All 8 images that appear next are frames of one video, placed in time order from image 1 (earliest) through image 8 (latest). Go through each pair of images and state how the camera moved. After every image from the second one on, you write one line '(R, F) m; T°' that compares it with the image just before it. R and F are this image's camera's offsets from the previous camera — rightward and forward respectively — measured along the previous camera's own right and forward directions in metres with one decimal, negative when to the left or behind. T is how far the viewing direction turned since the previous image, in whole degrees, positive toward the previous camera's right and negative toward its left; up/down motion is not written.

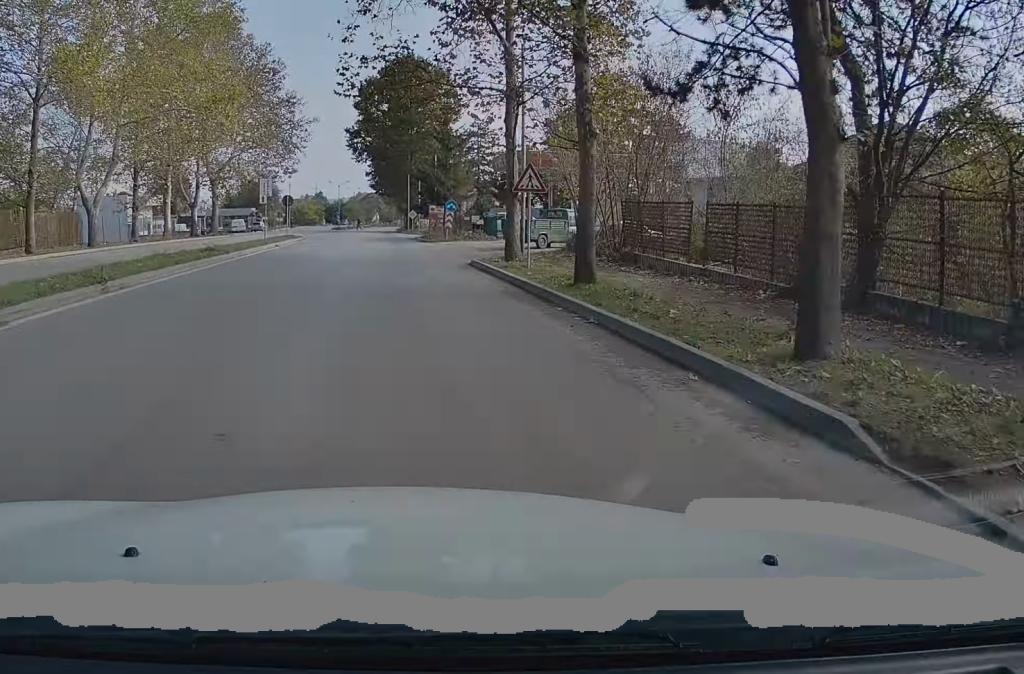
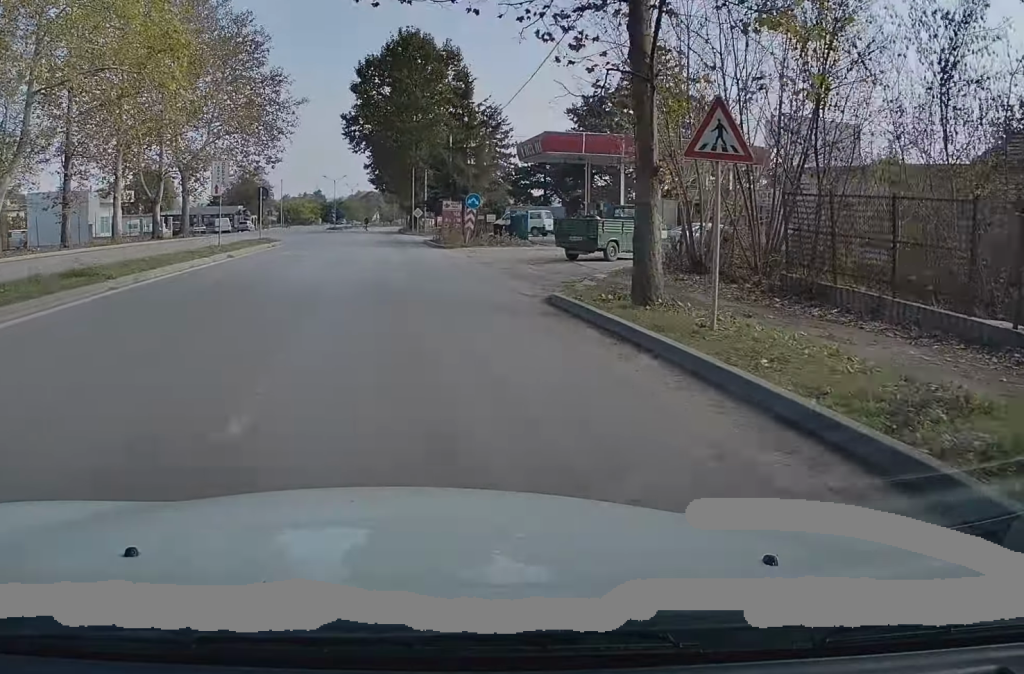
(+0.1, +11.8) m; 0°
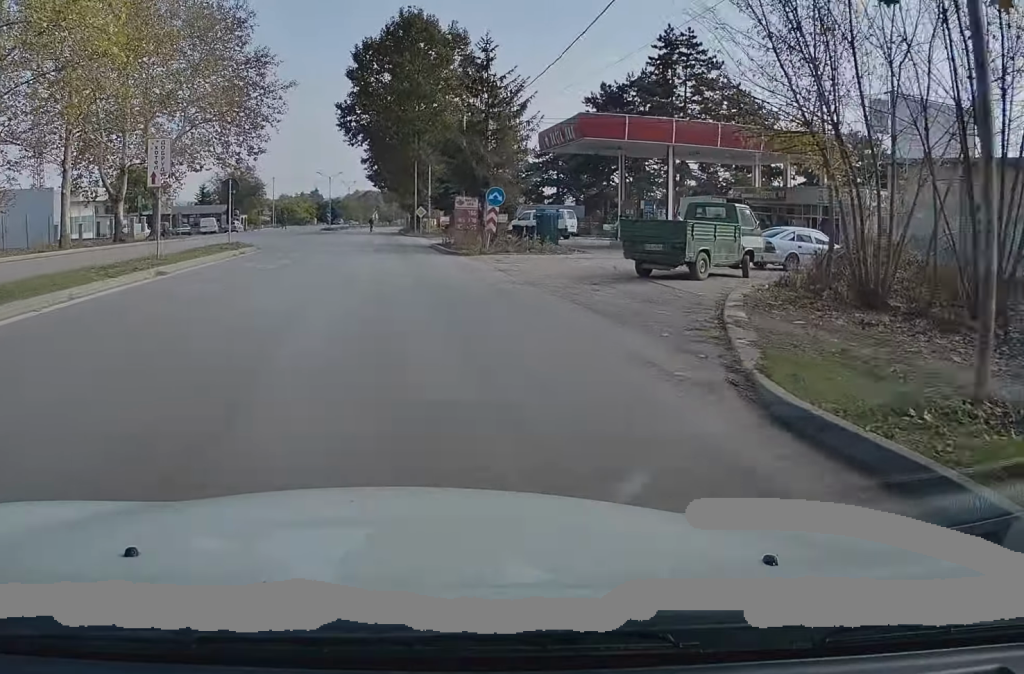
(0.0, +7.9) m; 0°
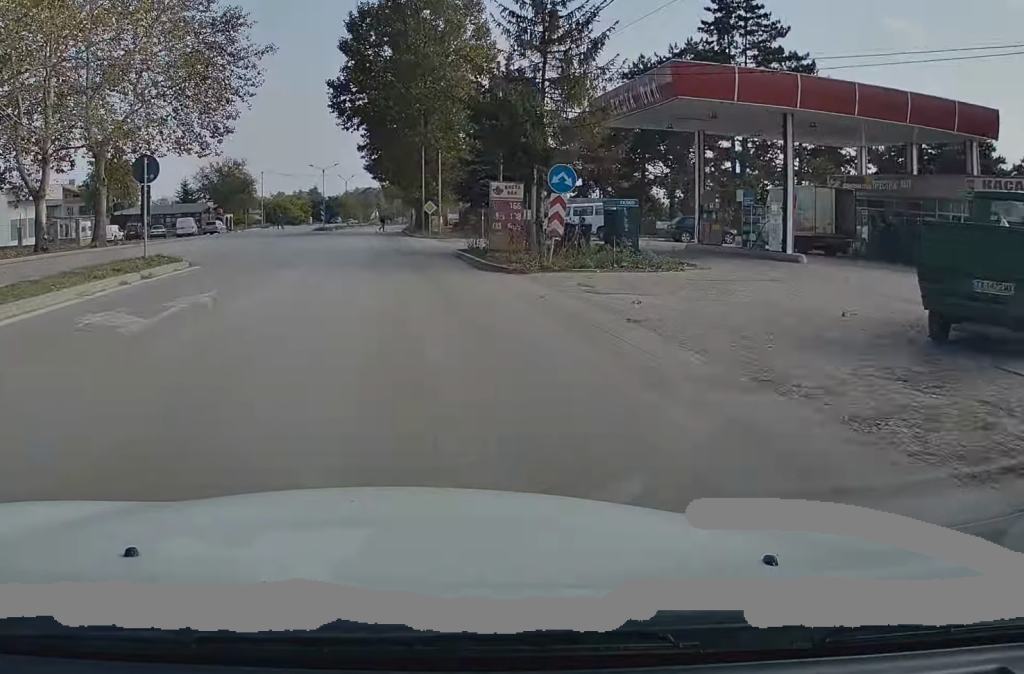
(-0.1, +11.6) m; 0°
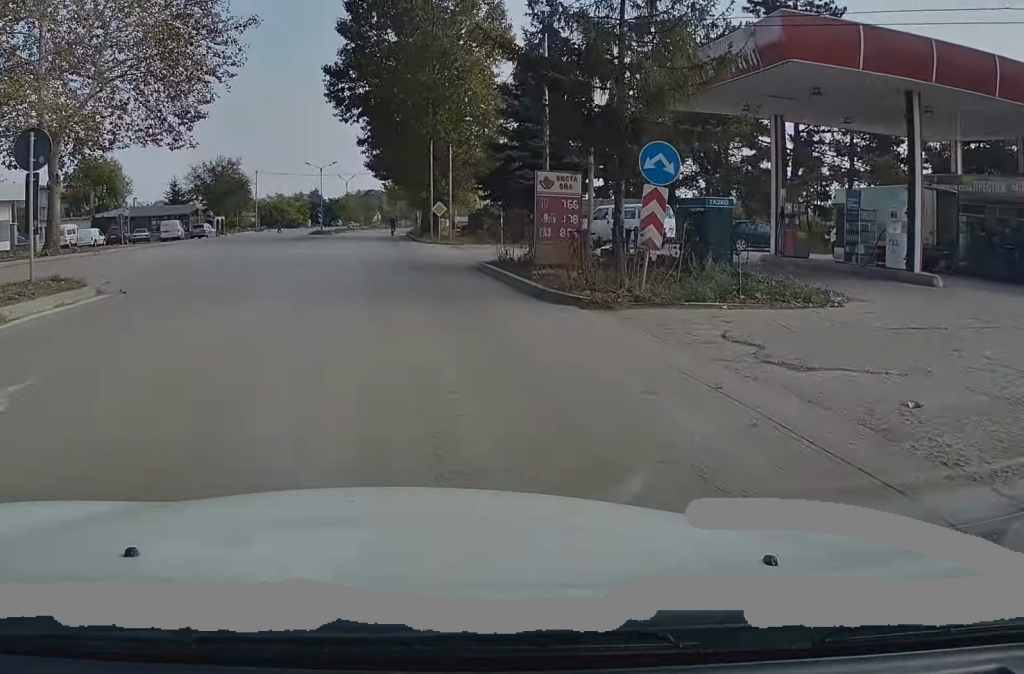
(+0.2, +7.1) m; 0°
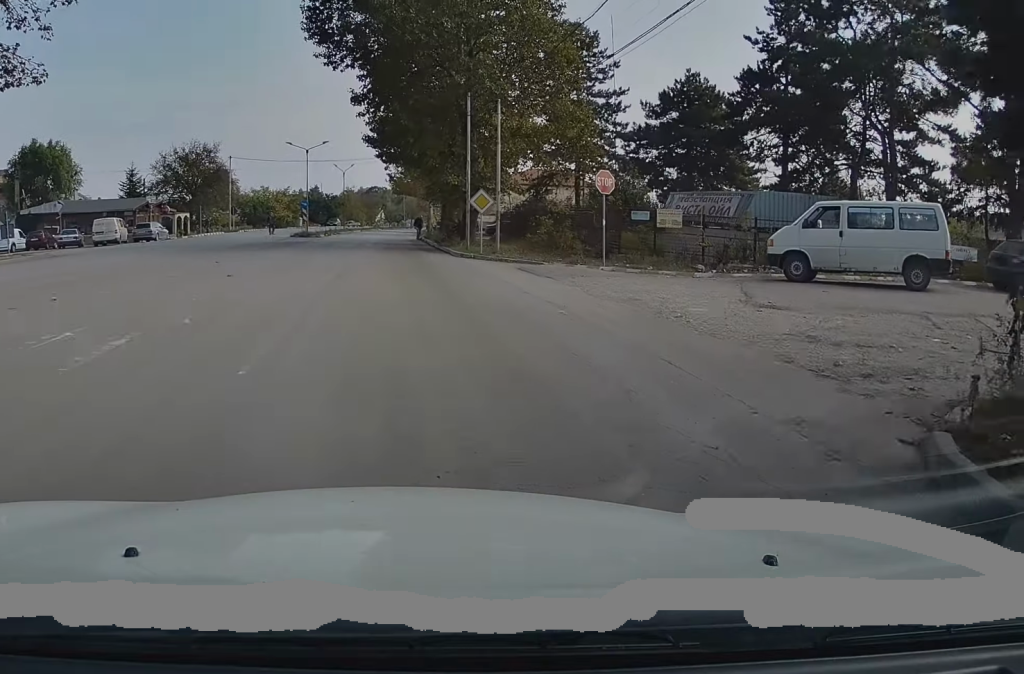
(+0.1, +20.1) m; +1°
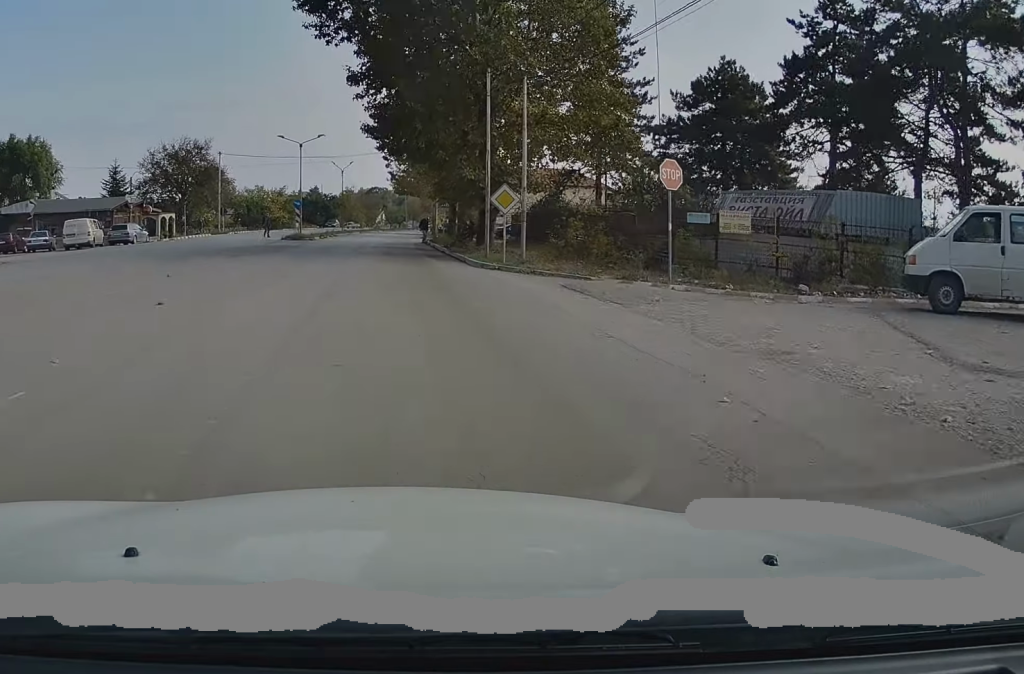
(-0.1, +5.7) m; 0°
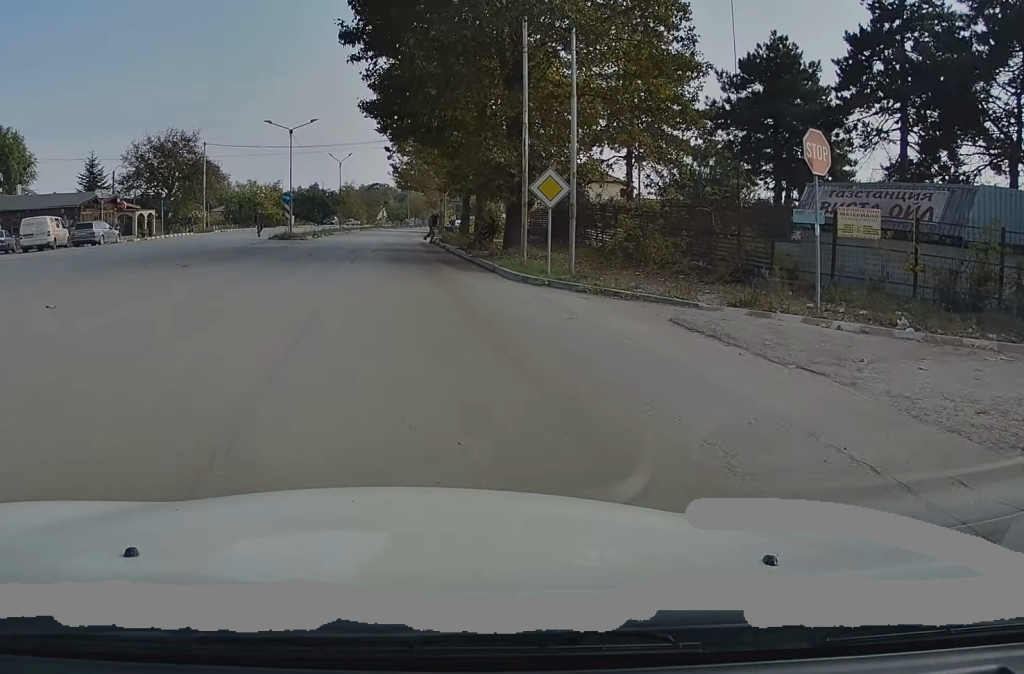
(-0.3, +6.7) m; 0°
